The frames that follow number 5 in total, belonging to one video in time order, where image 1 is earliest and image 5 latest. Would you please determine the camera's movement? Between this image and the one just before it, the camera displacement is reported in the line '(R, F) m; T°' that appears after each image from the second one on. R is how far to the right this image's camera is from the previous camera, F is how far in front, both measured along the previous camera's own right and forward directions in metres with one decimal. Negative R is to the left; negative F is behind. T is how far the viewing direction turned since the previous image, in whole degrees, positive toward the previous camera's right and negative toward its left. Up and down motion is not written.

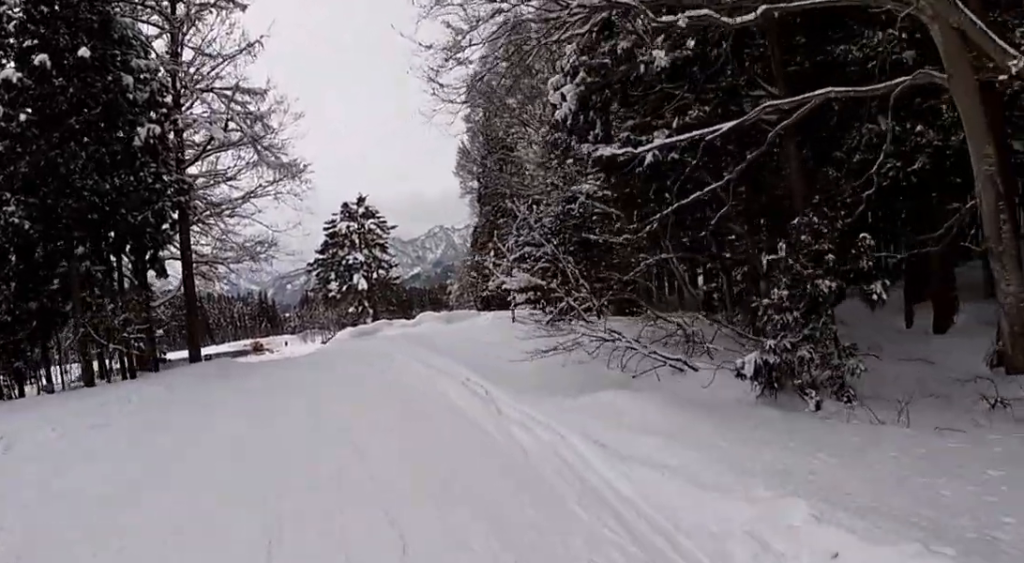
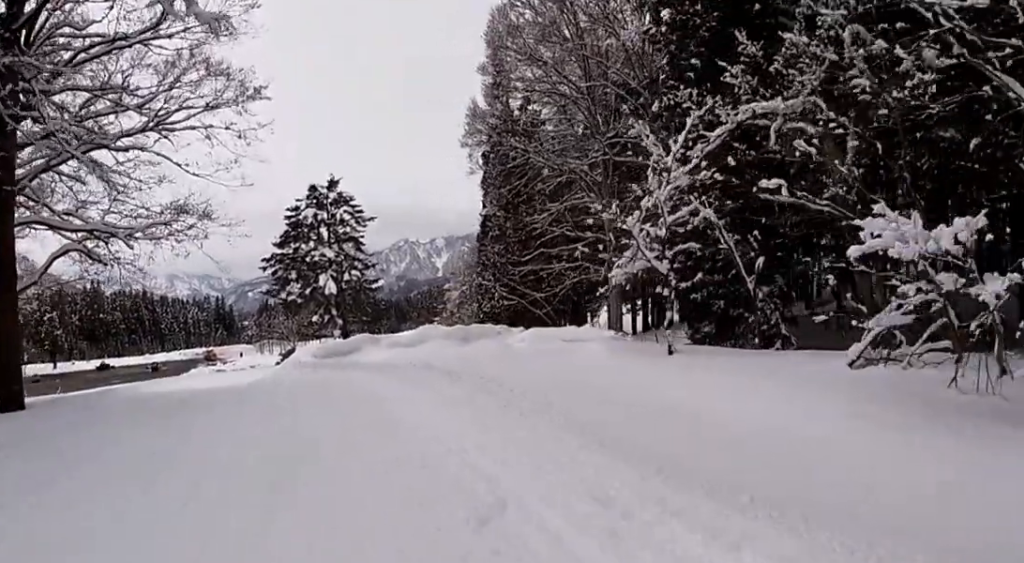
(+2.3, +14.7) m; +8°
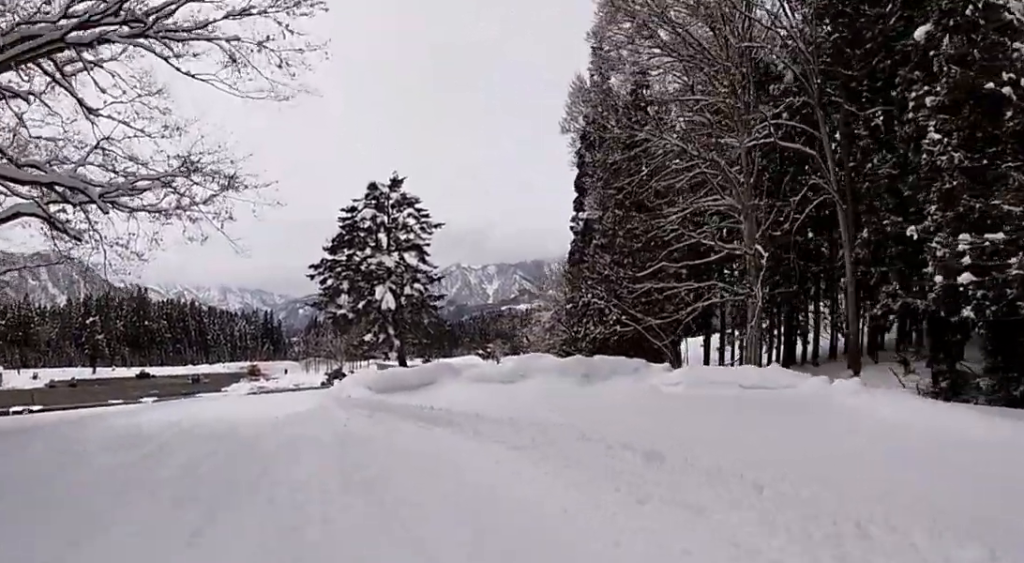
(-1.7, +9.1) m; -13°
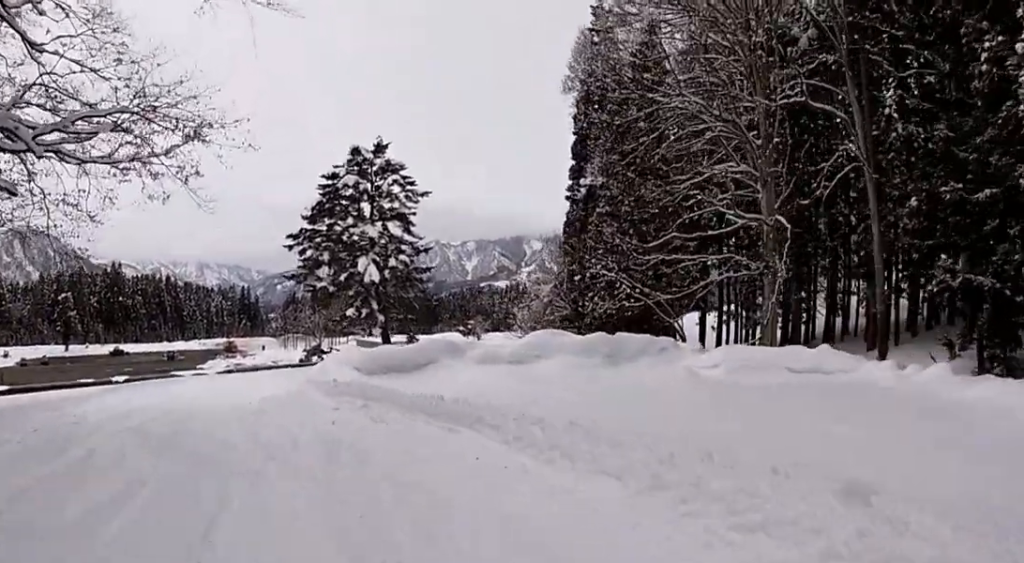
(-0.4, +2.9) m; 0°
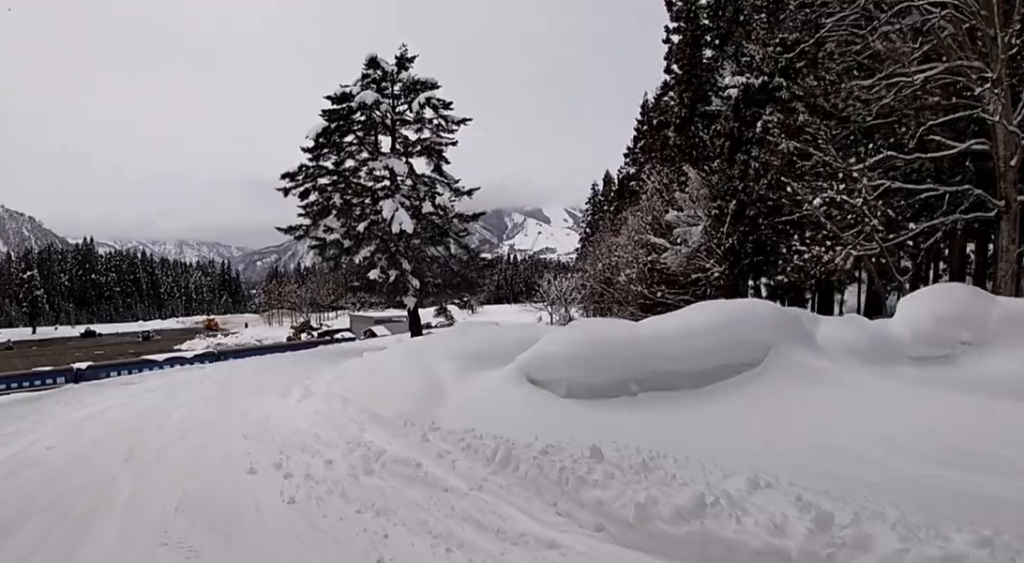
(+1.5, +13.3) m; +8°
